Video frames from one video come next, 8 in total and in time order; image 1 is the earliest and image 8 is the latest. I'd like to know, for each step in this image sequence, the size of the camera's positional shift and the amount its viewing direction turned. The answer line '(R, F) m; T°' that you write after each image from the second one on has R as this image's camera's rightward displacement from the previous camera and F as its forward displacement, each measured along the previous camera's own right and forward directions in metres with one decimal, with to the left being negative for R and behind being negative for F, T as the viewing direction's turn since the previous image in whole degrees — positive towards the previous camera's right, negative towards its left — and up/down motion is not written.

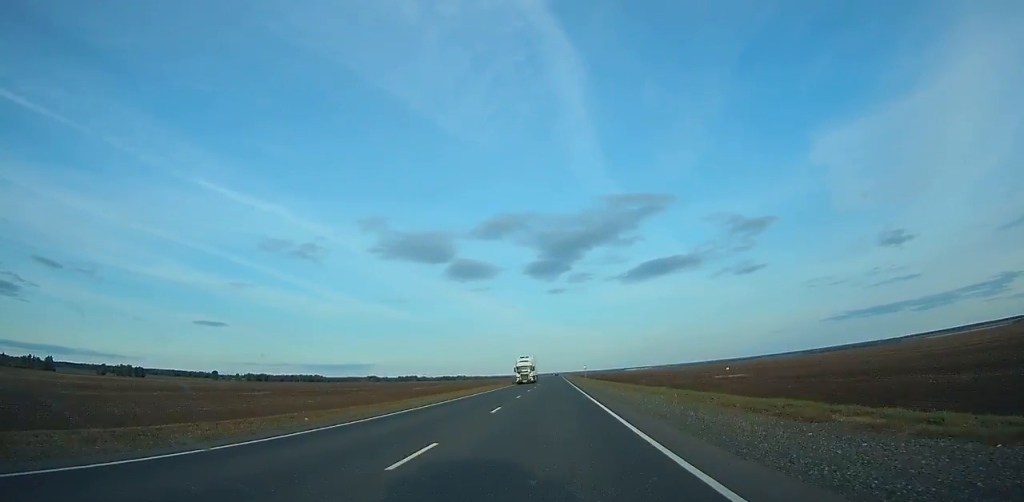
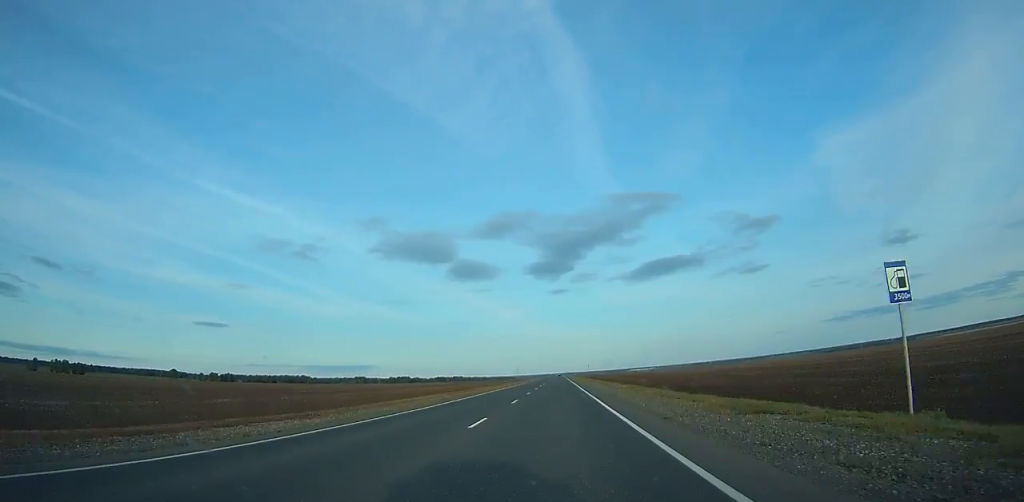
(-0.1, +137.5) m; 0°
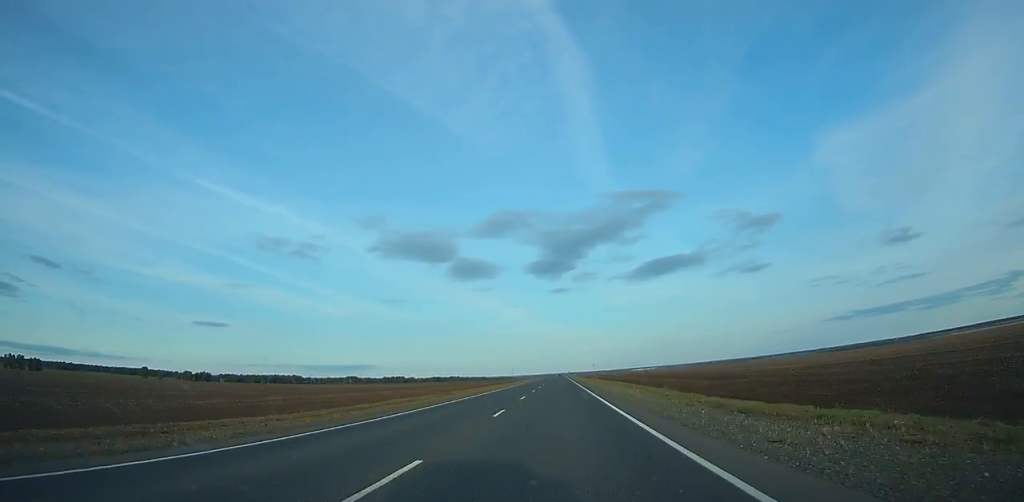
(-0.2, +82.1) m; 0°
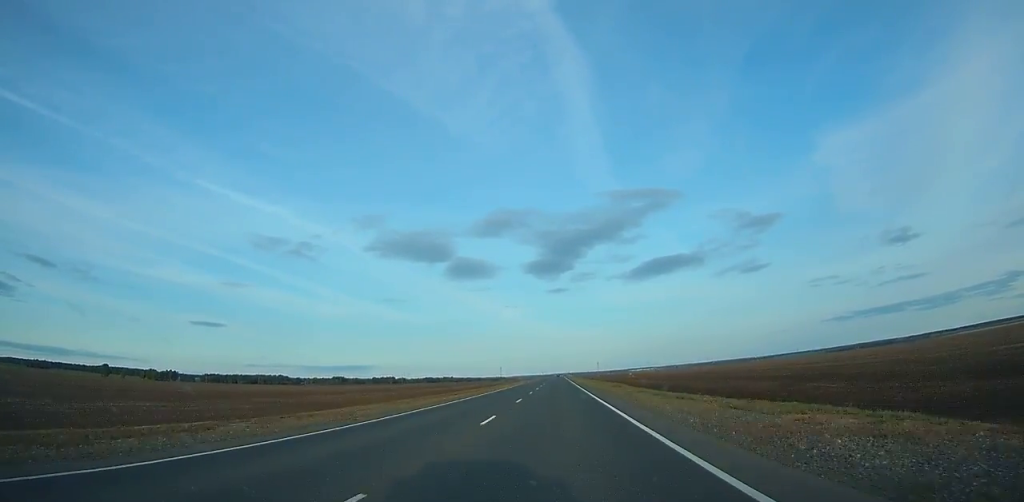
(0.0, +89.5) m; 0°
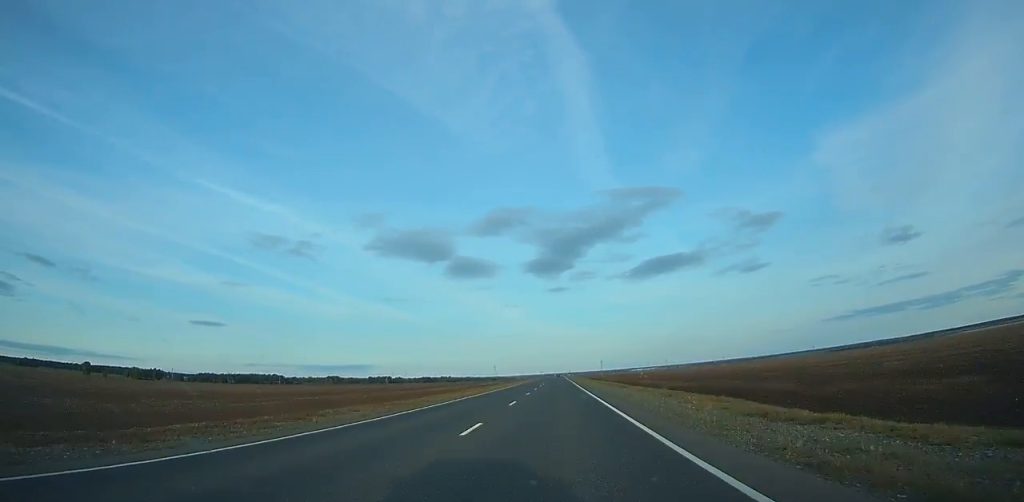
(0.0, +40.6) m; 0°
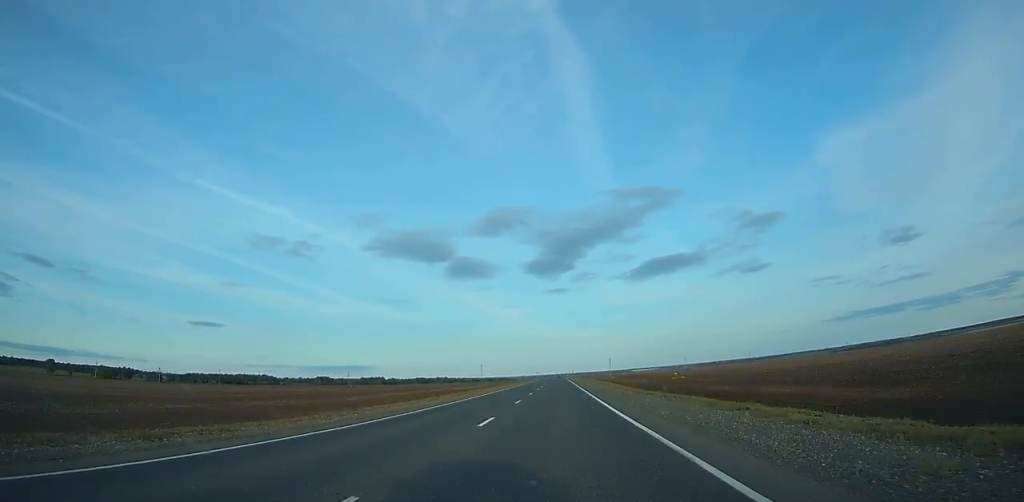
(-0.1, +72.5) m; 0°
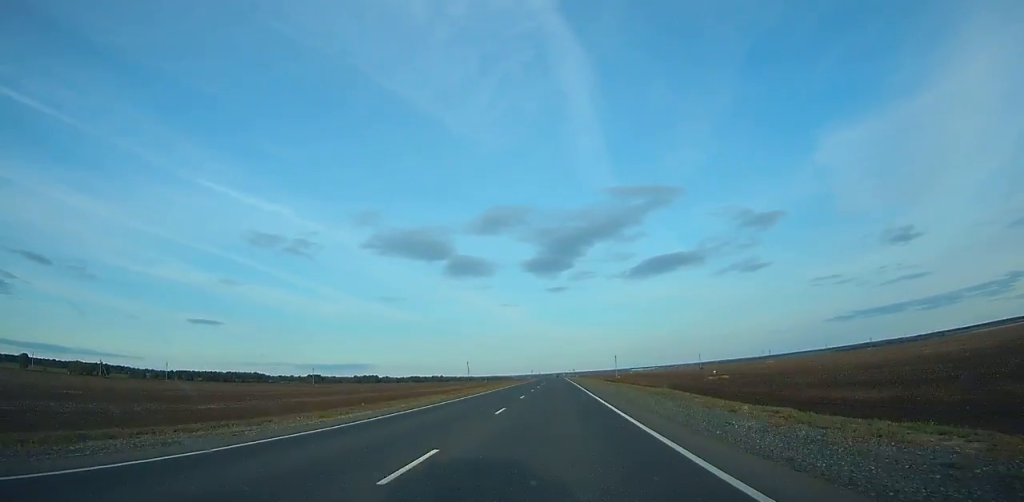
(+0.1, +43.9) m; 0°
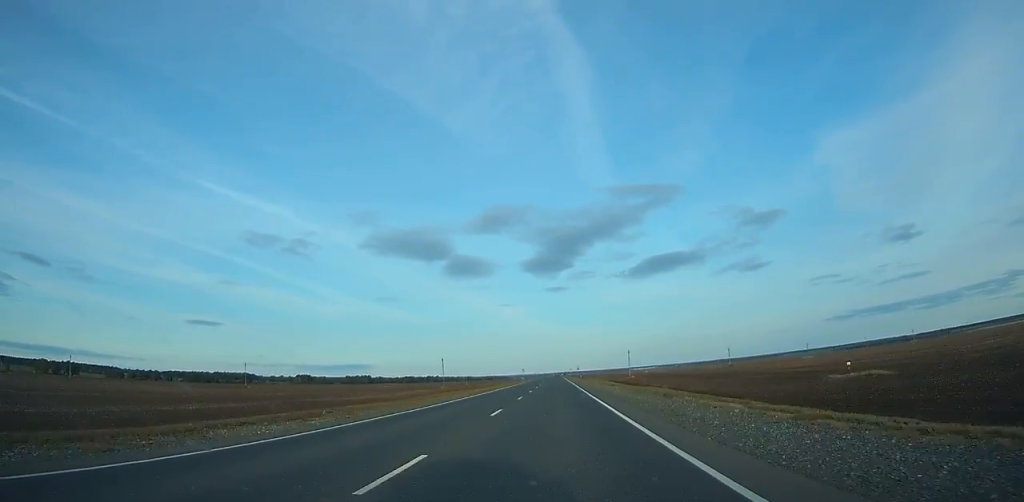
(+0.1, +60.2) m; 0°
